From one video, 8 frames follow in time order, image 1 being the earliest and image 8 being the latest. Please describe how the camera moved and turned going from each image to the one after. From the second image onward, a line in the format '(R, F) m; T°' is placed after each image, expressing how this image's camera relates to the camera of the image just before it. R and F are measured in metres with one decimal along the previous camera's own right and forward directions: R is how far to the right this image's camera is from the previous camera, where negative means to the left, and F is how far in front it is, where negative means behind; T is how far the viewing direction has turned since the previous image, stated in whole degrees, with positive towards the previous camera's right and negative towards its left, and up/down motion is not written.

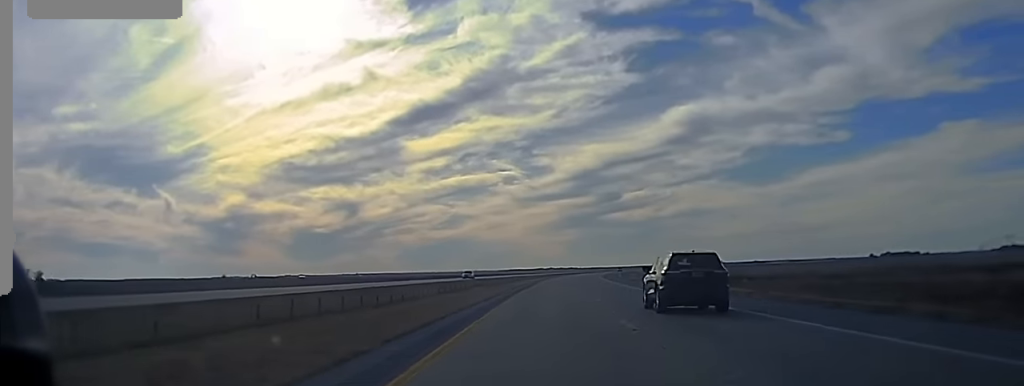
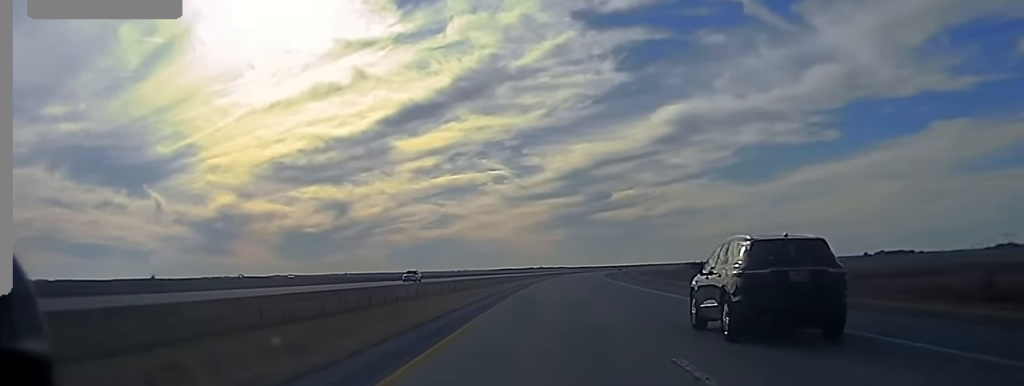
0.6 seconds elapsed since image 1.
(+0.1, +31.6) m; +1°
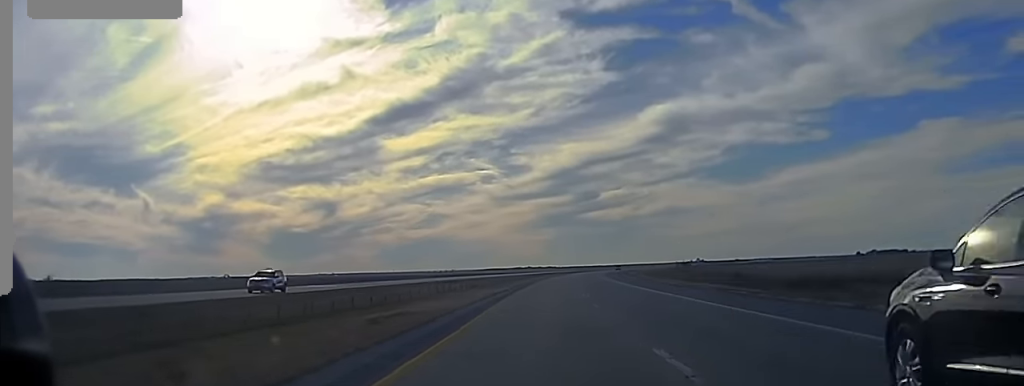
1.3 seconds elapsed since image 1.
(-0.1, +34.9) m; +1°
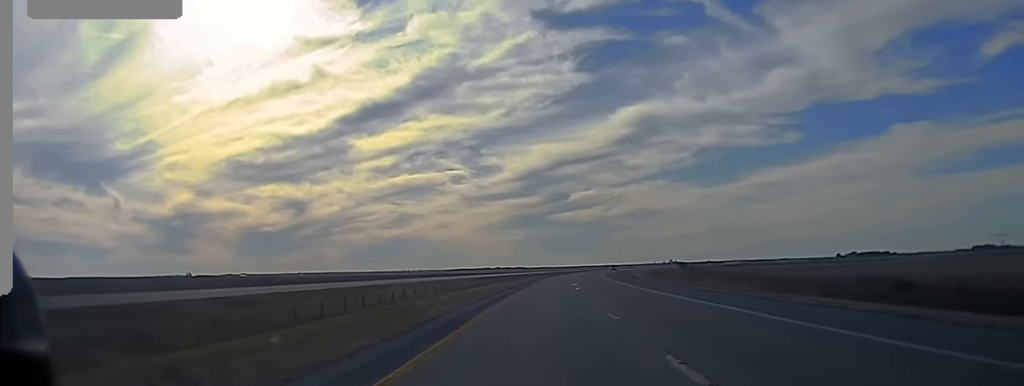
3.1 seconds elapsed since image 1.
(+2.2, +87.2) m; +2°
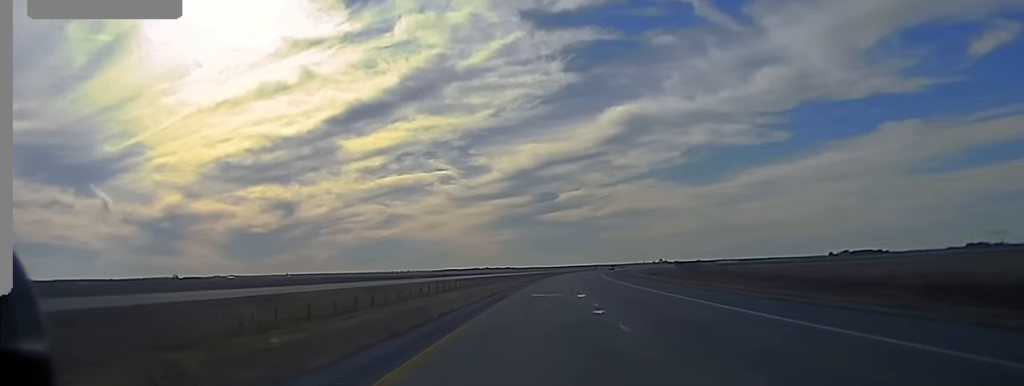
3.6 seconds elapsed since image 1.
(+0.1, +27.0) m; 0°
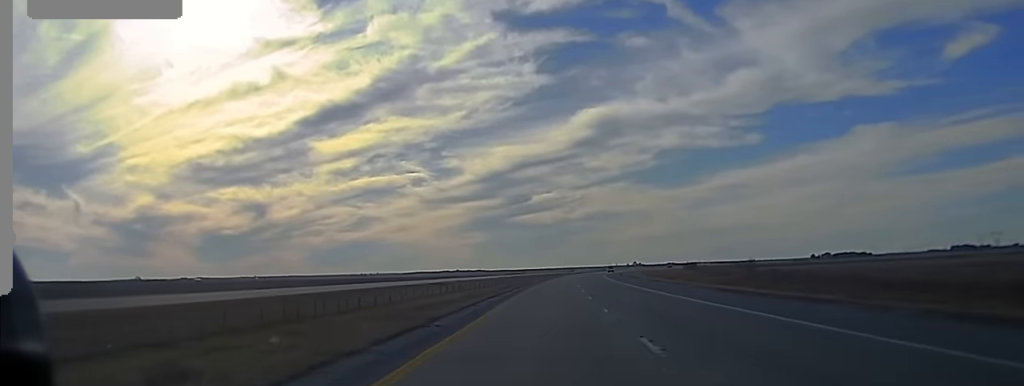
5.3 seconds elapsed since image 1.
(+1.0, +84.8) m; +2°
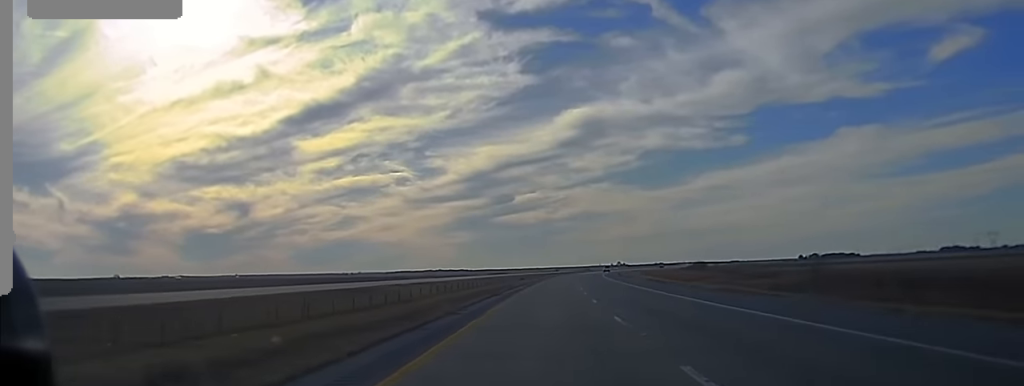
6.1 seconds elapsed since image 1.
(+0.6, +42.6) m; +1°
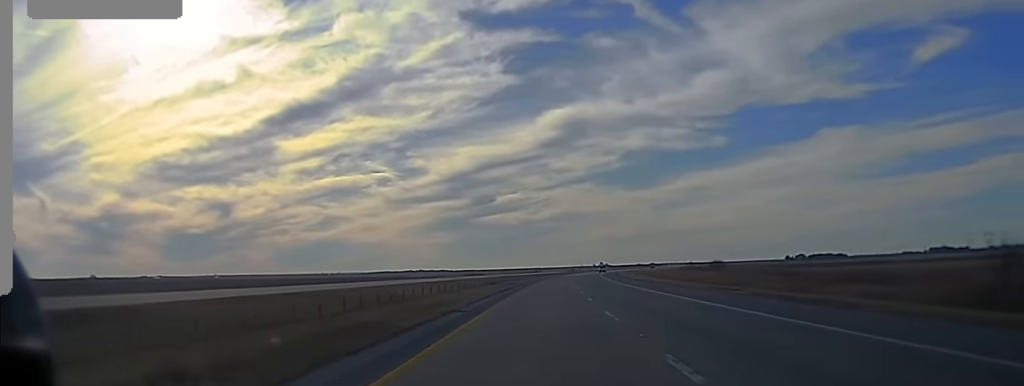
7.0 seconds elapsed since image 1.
(+0.6, +46.2) m; +1°
